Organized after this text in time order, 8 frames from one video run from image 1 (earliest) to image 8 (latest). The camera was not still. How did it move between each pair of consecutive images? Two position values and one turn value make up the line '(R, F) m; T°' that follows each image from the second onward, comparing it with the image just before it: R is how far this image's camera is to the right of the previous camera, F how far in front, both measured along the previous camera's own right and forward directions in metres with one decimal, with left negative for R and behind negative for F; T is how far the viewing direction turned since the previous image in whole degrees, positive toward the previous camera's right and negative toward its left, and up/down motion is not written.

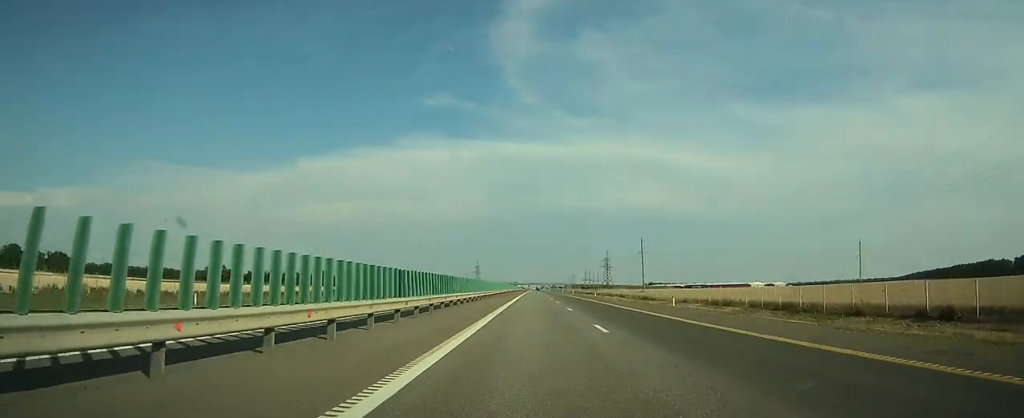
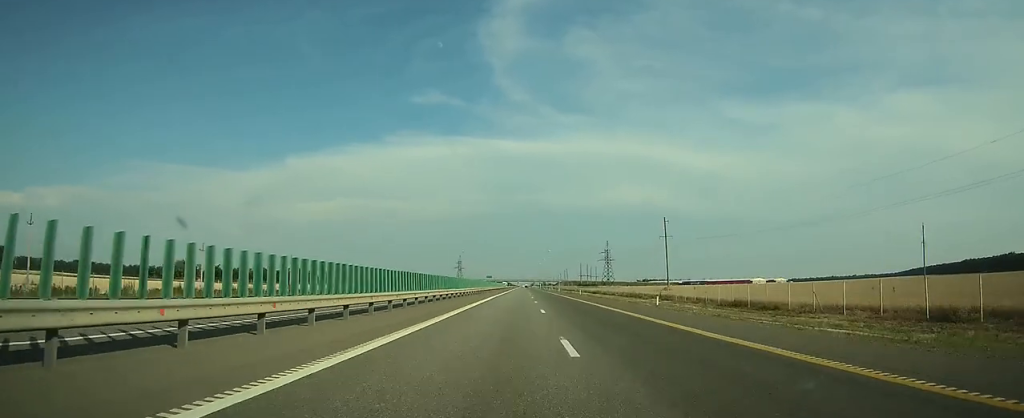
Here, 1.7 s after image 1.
(+0.3, +54.0) m; +1°
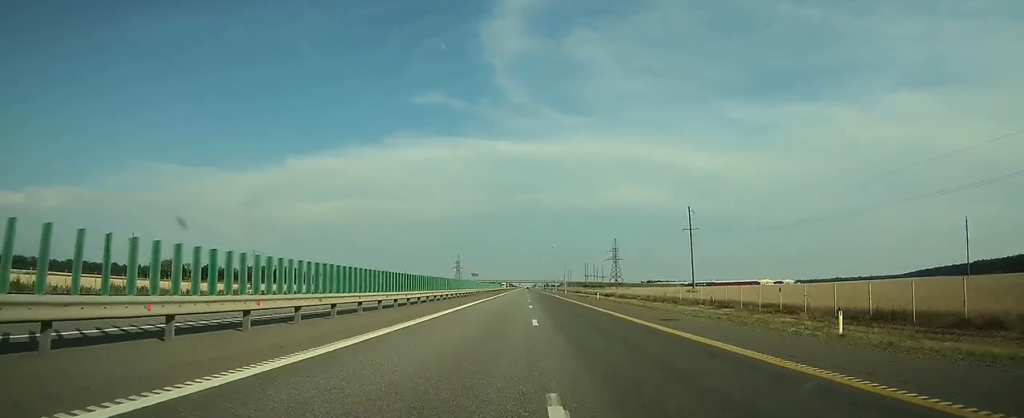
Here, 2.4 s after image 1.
(+0.1, +23.4) m; 0°
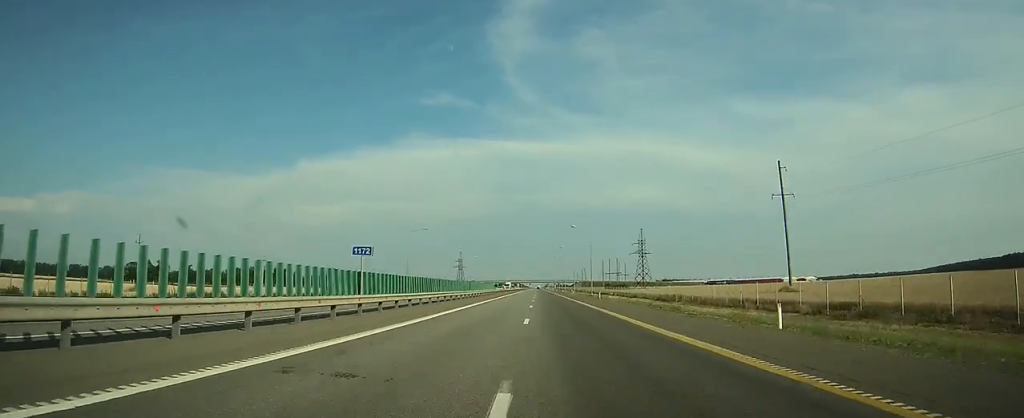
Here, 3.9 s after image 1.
(0.0, +46.8) m; 0°
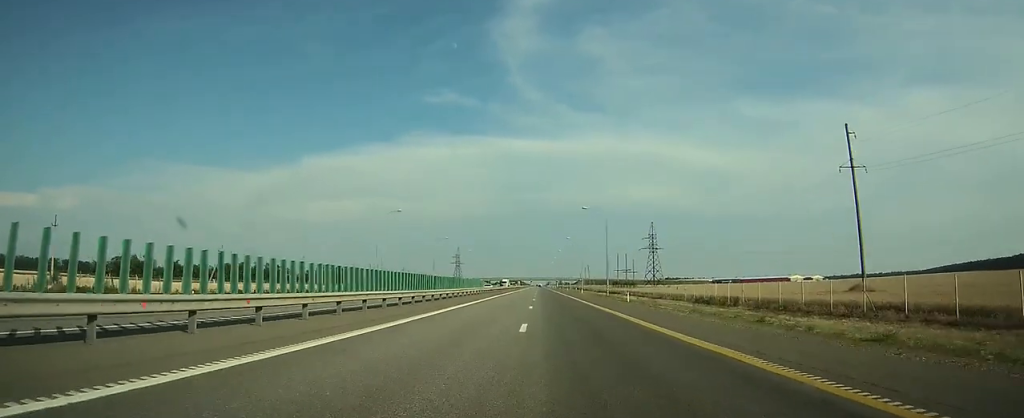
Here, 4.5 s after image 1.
(0.0, +20.2) m; 0°
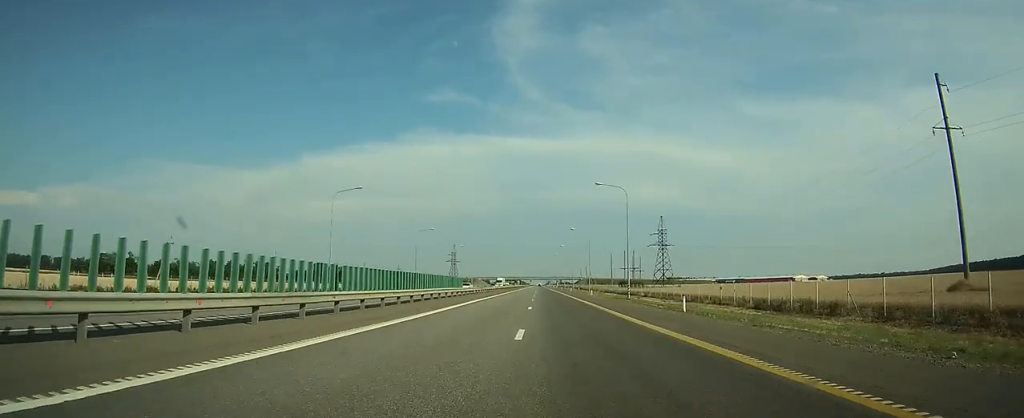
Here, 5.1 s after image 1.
(0.0, +18.0) m; 0°
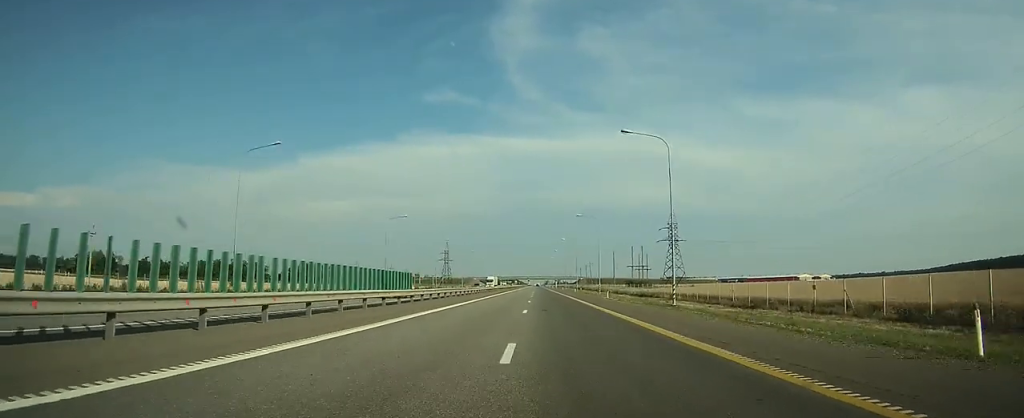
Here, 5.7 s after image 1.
(0.0, +20.1) m; 0°
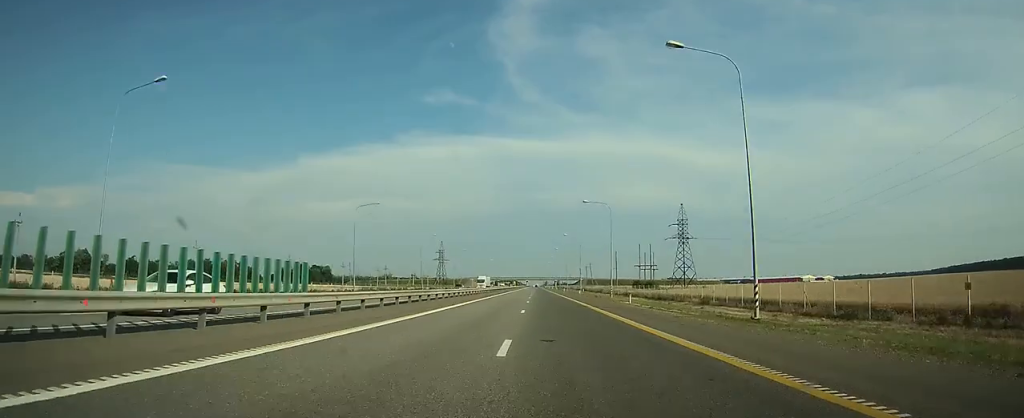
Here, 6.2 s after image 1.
(-0.1, +14.8) m; 0°
